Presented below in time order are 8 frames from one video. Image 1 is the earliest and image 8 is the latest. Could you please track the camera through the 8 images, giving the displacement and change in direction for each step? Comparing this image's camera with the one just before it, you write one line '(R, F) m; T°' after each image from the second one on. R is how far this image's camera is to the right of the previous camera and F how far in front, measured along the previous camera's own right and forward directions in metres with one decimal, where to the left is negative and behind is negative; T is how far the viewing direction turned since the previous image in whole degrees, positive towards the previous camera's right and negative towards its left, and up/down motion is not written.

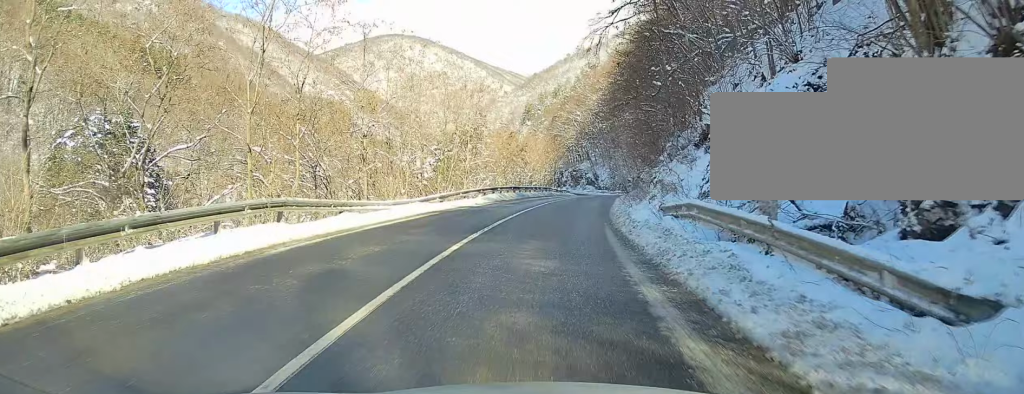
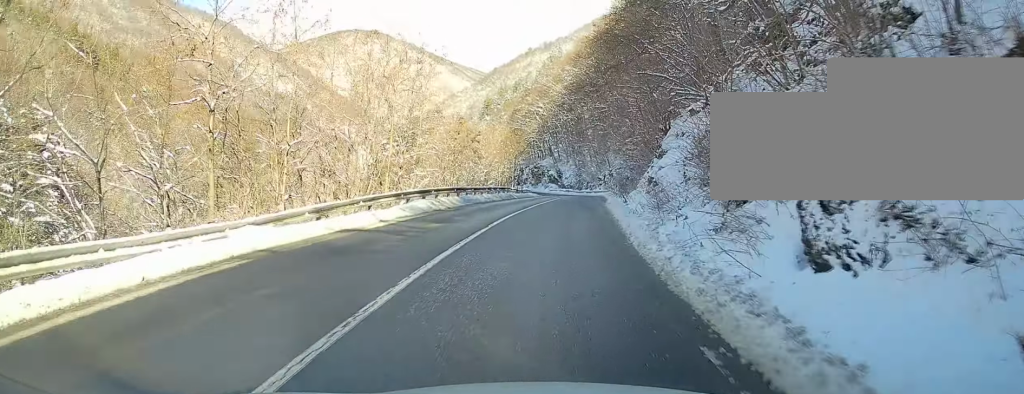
(+0.6, +12.8) m; +3°
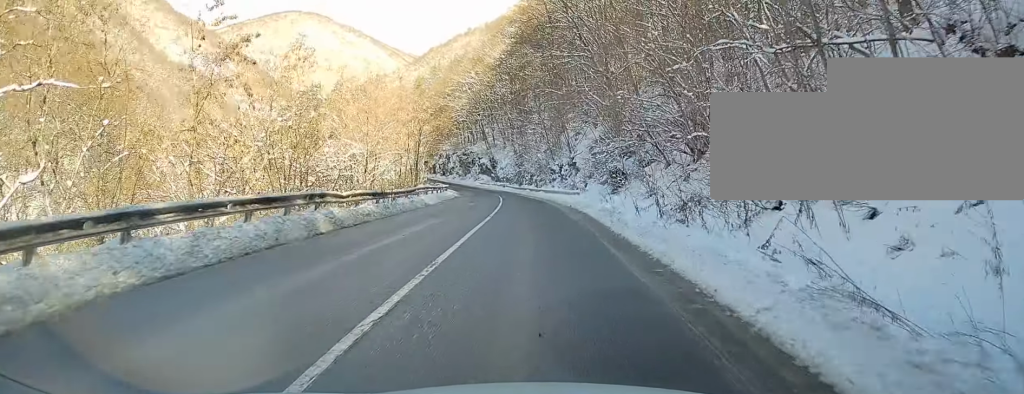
(+1.1, +32.1) m; +2°
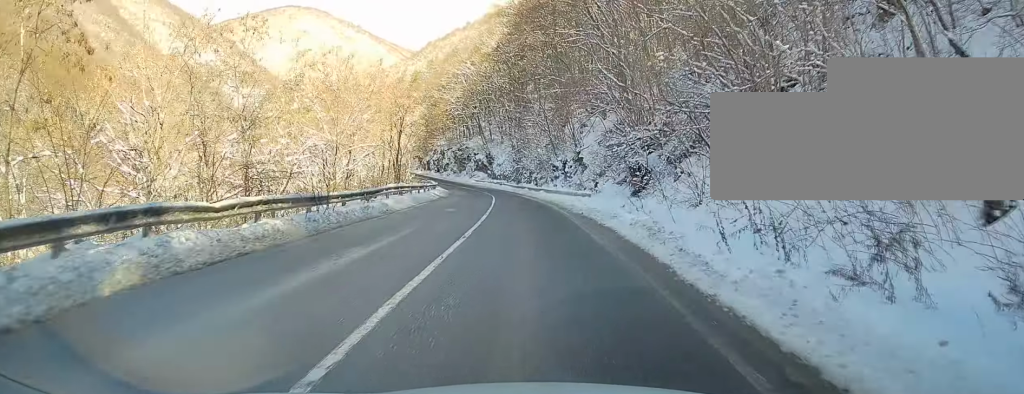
(0.0, +7.5) m; -1°
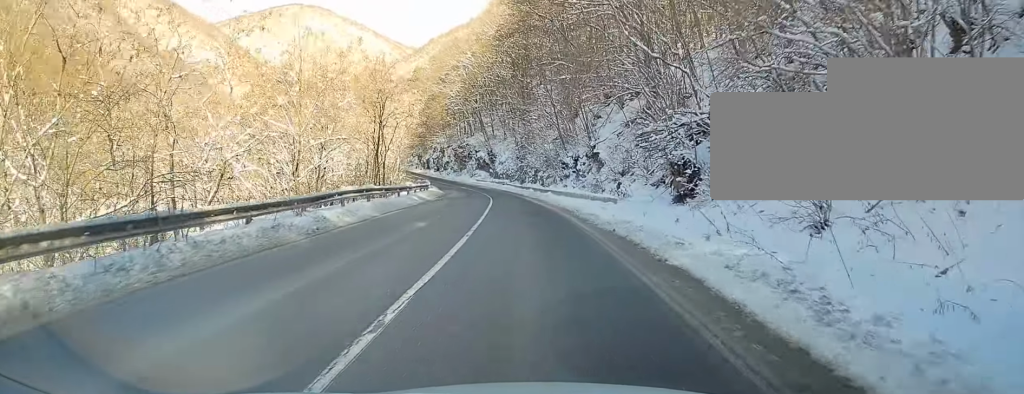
(0.0, +7.5) m; -1°
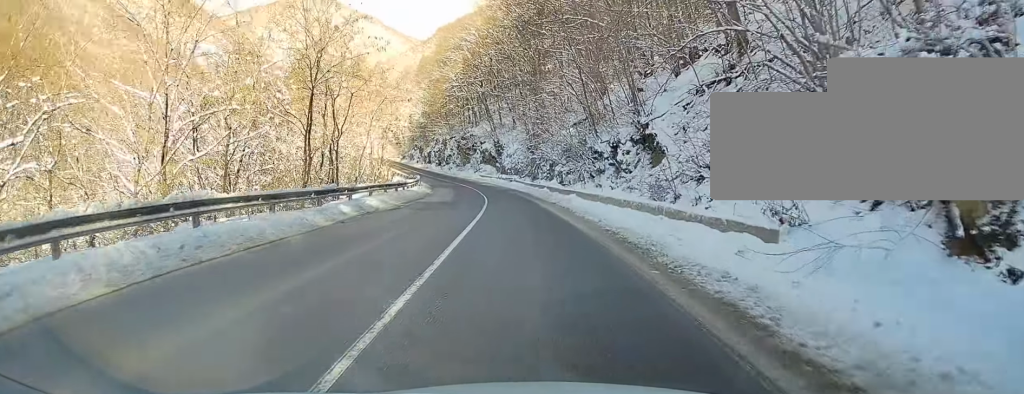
(-0.2, +14.2) m; -2°
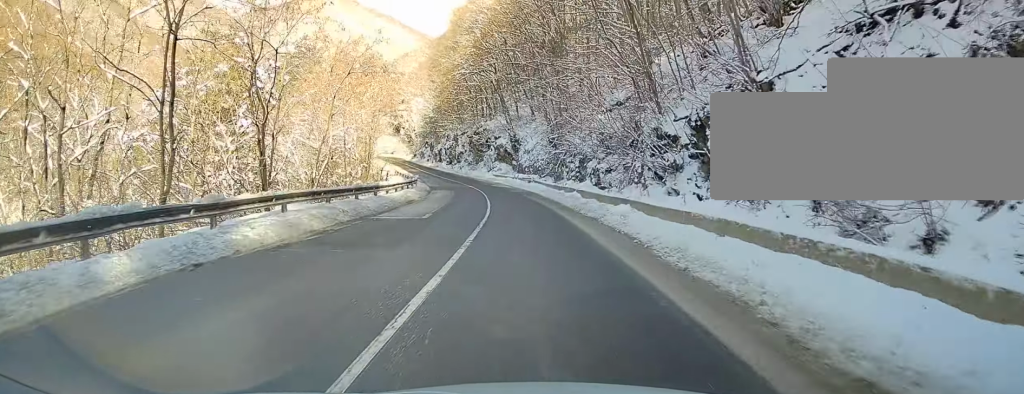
(-0.2, +11.6) m; -2°
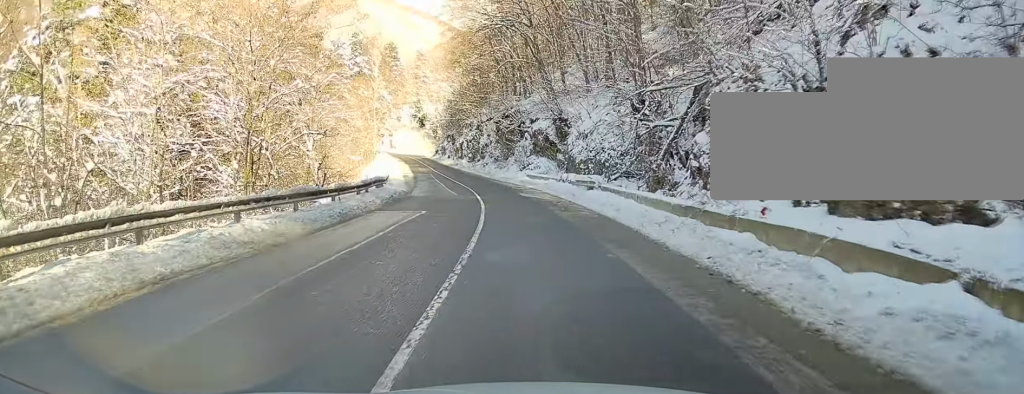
(-0.9, +27.1) m; -5°
